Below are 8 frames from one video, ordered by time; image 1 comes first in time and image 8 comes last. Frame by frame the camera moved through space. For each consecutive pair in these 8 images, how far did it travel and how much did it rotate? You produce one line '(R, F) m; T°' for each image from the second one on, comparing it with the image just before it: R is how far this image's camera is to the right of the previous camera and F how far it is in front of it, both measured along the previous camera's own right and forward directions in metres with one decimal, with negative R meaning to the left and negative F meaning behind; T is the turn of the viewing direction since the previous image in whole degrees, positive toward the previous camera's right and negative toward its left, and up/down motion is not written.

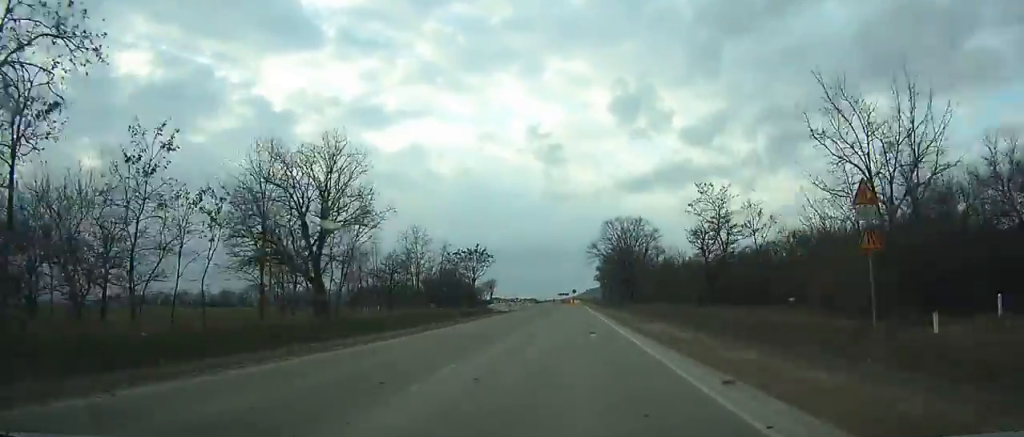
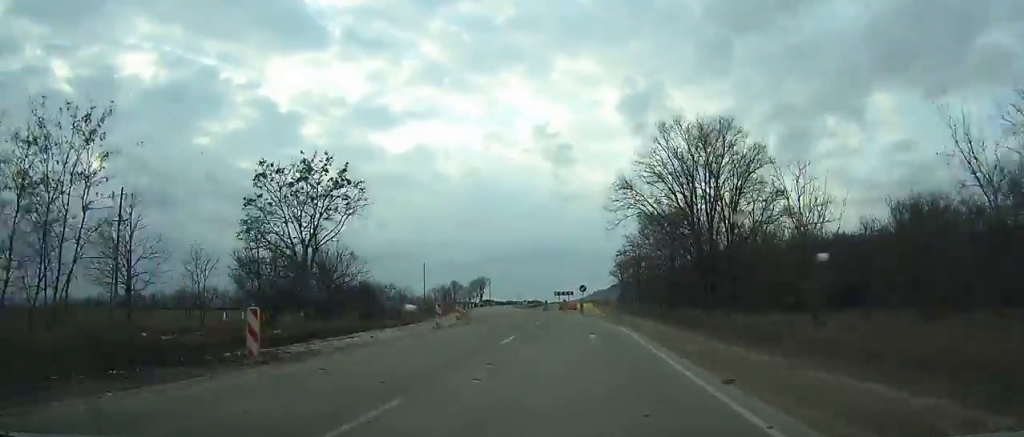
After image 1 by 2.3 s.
(-0.5, +49.6) m; -3°
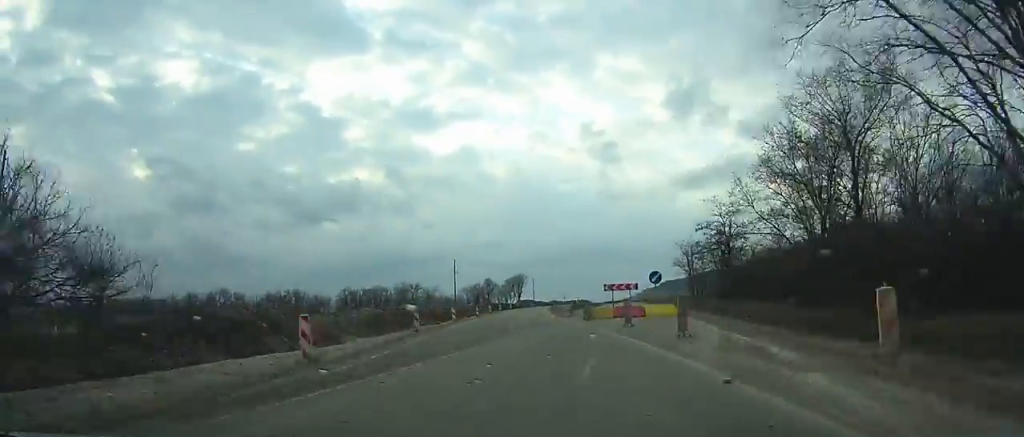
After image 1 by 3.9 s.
(+0.1, +33.6) m; -2°
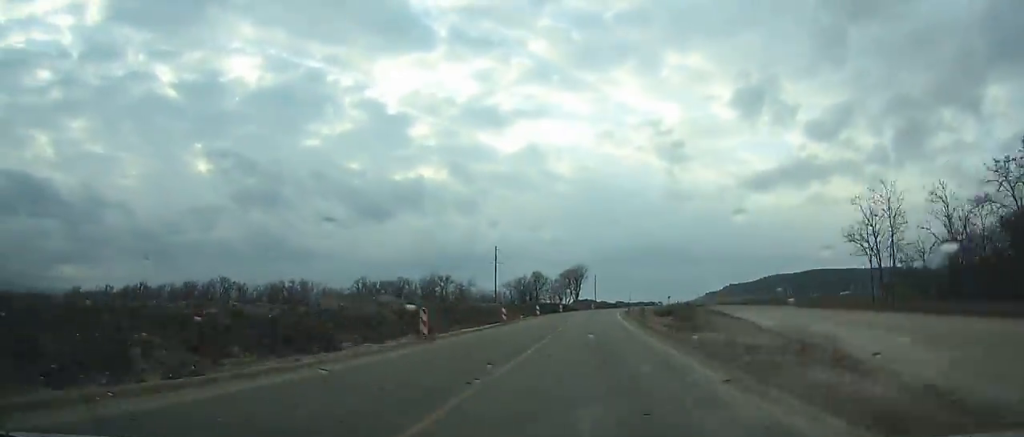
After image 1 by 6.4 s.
(-3.4, +51.2) m; -2°
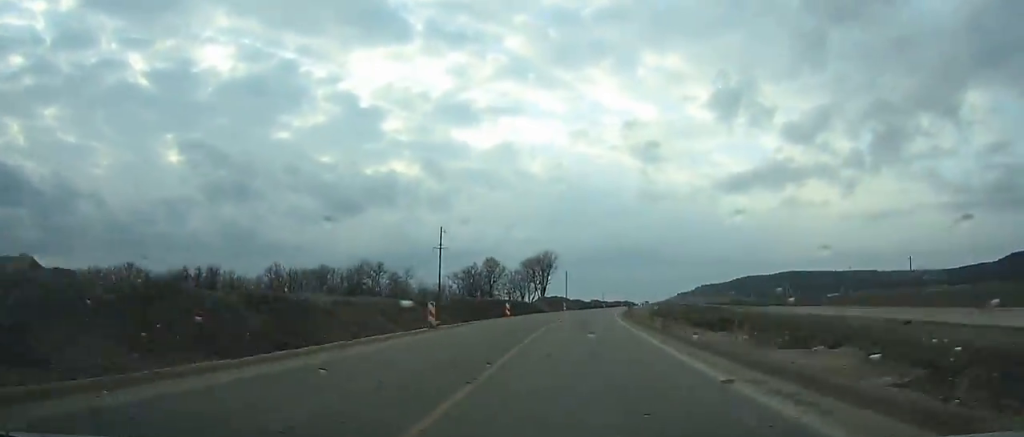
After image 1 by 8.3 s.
(+0.7, +39.3) m; +2°
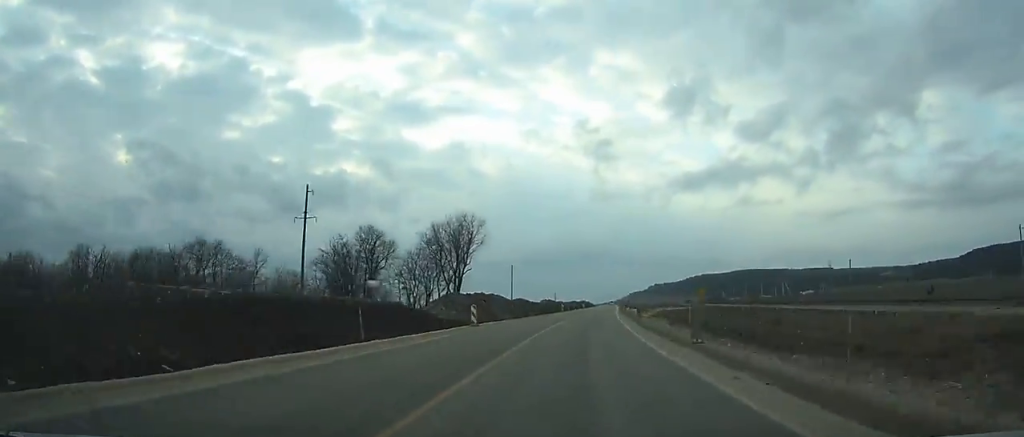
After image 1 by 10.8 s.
(+1.7, +52.5) m; +3°
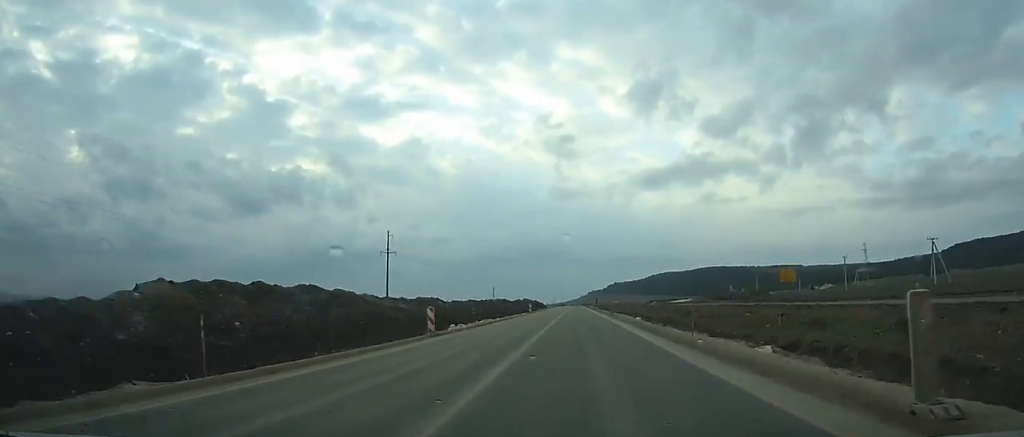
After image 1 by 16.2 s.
(+5.3, +118.3) m; +3°
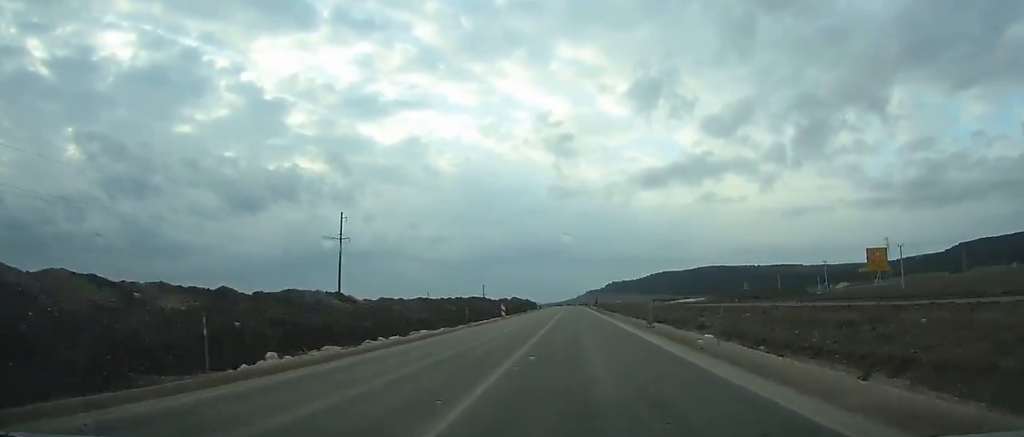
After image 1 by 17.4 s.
(+0.1, +27.3) m; 0°
